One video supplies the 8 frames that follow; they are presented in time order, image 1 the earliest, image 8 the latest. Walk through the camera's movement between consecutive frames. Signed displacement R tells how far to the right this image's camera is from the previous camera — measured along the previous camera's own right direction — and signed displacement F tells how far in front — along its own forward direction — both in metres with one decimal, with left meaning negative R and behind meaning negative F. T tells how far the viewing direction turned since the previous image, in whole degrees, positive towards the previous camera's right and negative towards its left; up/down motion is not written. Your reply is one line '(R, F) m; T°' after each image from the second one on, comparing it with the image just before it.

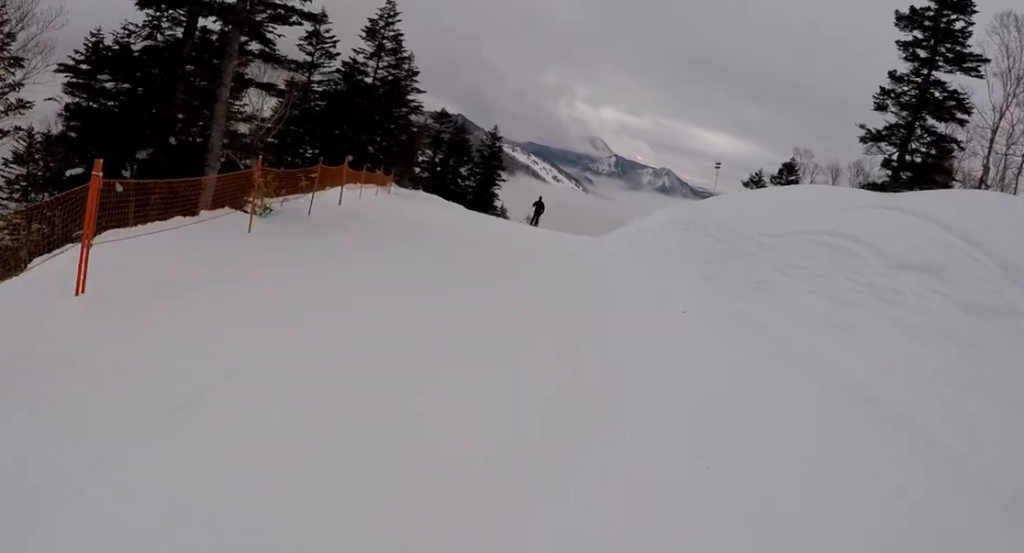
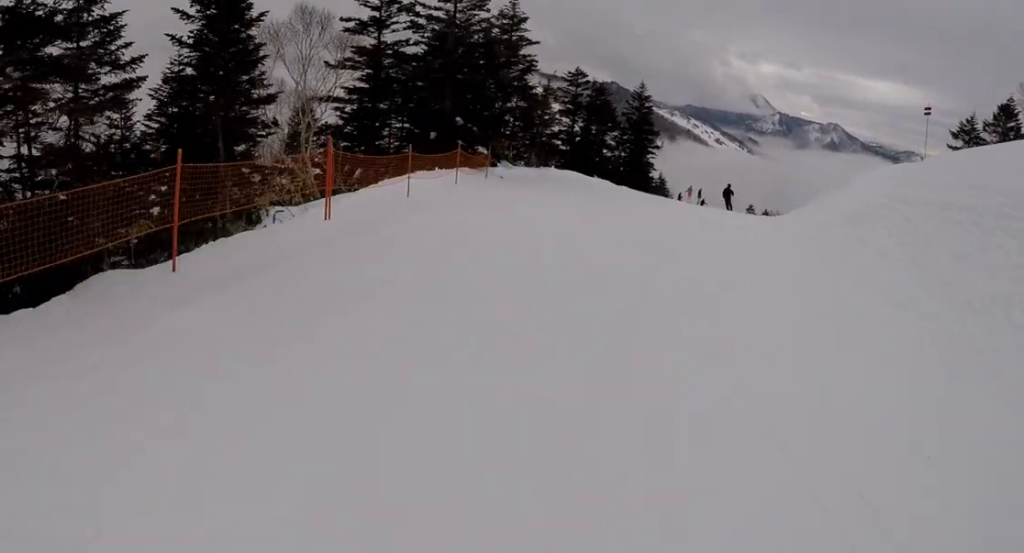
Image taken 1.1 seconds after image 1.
(-0.6, +7.7) m; -5°
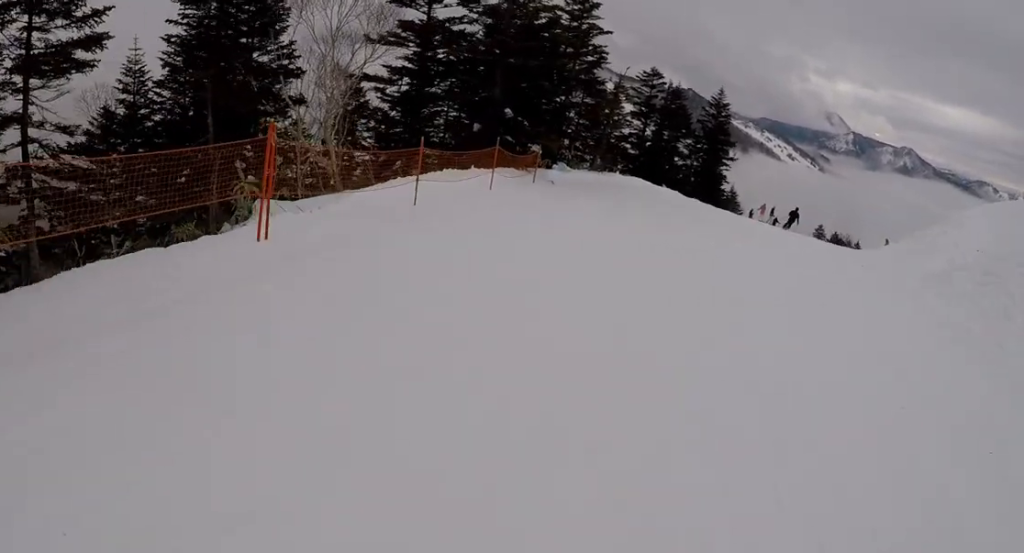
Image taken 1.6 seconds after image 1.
(0.0, +3.4) m; 0°
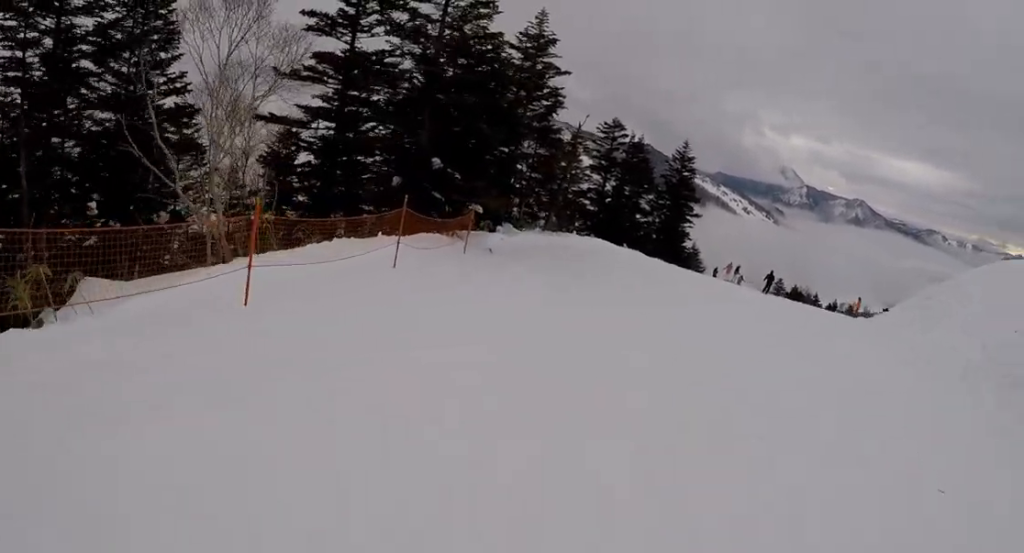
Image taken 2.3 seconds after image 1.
(0.0, +4.3) m; +1°
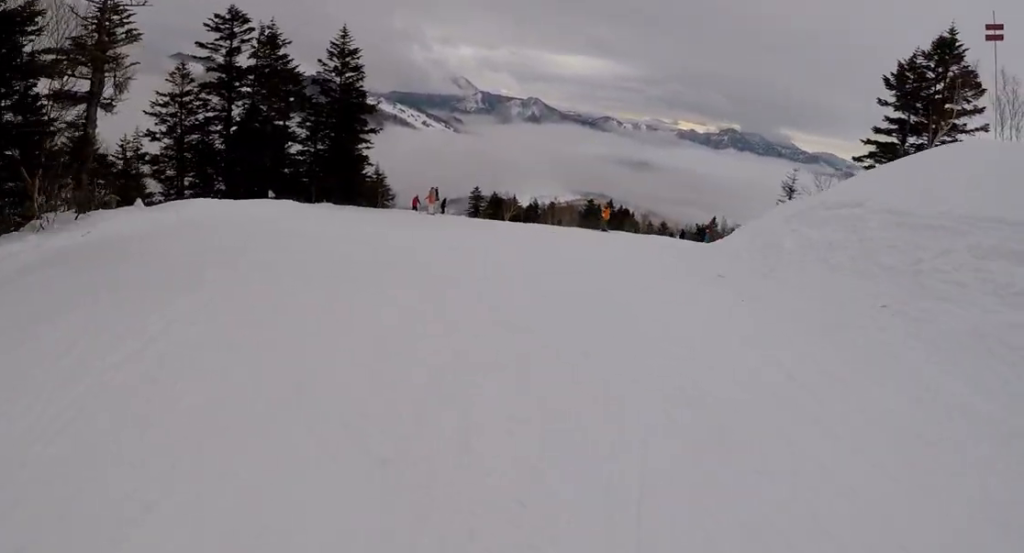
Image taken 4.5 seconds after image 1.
(+2.9, +15.5) m; +21°
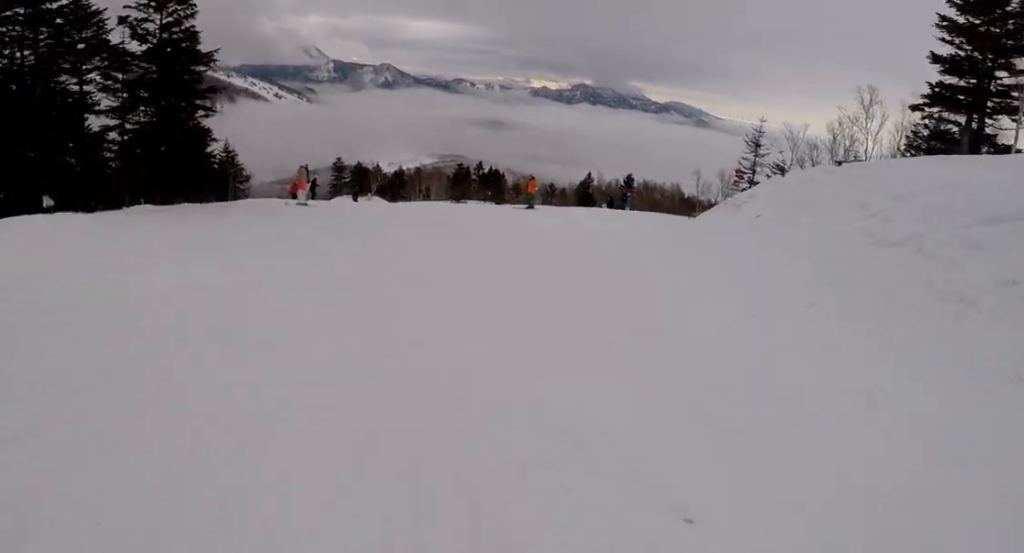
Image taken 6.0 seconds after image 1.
(+1.2, +9.7) m; +19°
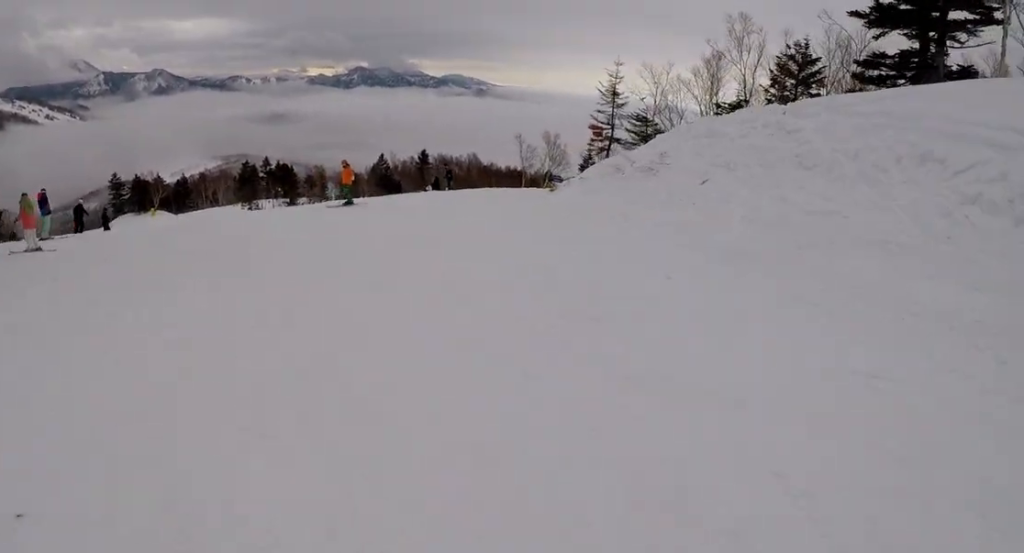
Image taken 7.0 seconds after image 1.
(+0.9, +6.0) m; +8°
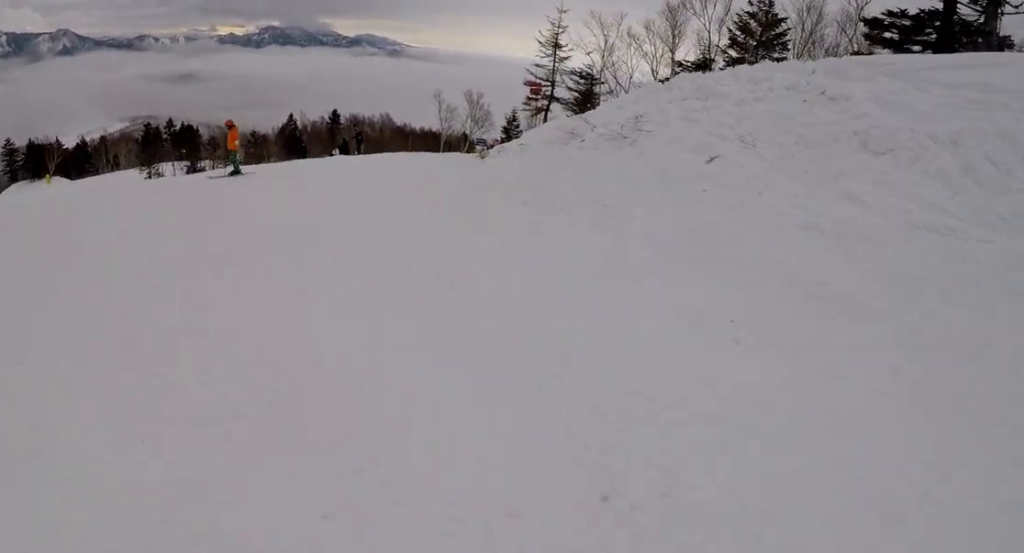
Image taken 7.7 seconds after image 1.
(+0.2, +3.5) m; +1°
